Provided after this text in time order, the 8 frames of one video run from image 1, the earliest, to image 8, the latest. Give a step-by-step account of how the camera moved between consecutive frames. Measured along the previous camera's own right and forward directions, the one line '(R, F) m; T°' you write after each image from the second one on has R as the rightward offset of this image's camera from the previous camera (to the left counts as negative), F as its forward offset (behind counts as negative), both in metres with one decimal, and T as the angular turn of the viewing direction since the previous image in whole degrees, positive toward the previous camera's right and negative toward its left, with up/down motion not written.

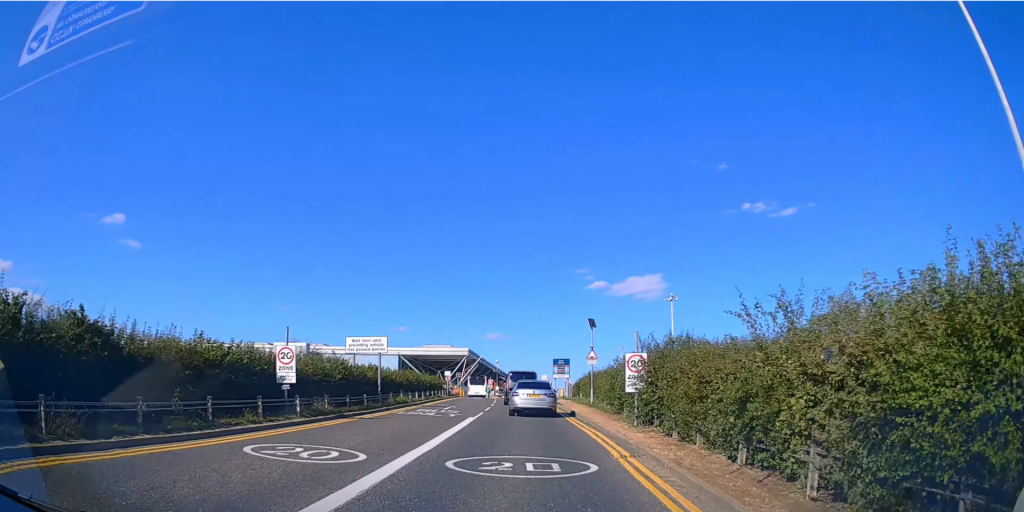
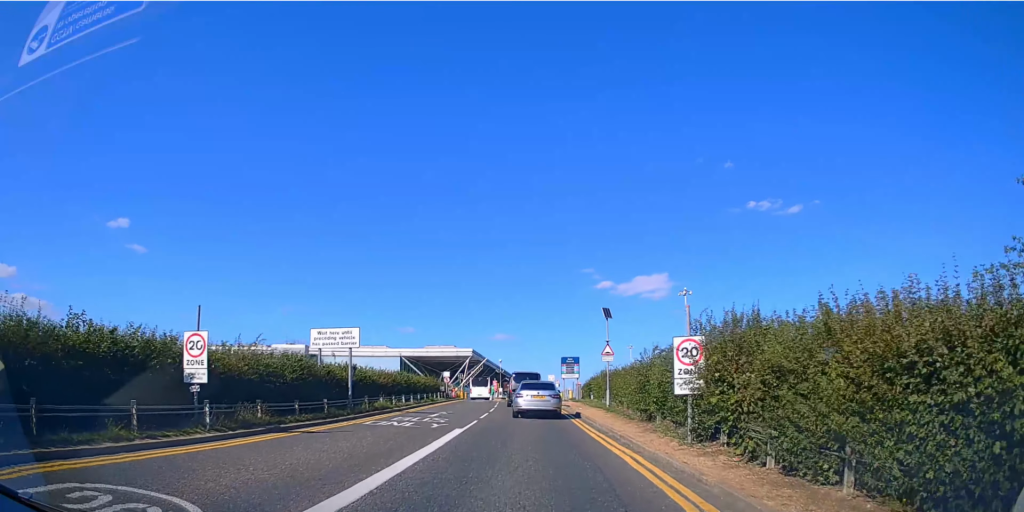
(0.0, +5.0) m; -1°
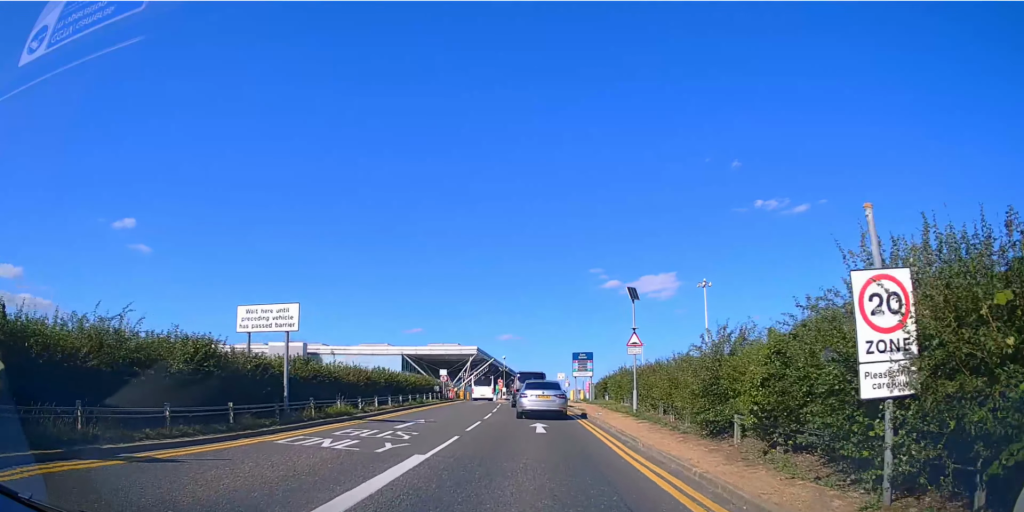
(-0.2, +6.0) m; 0°
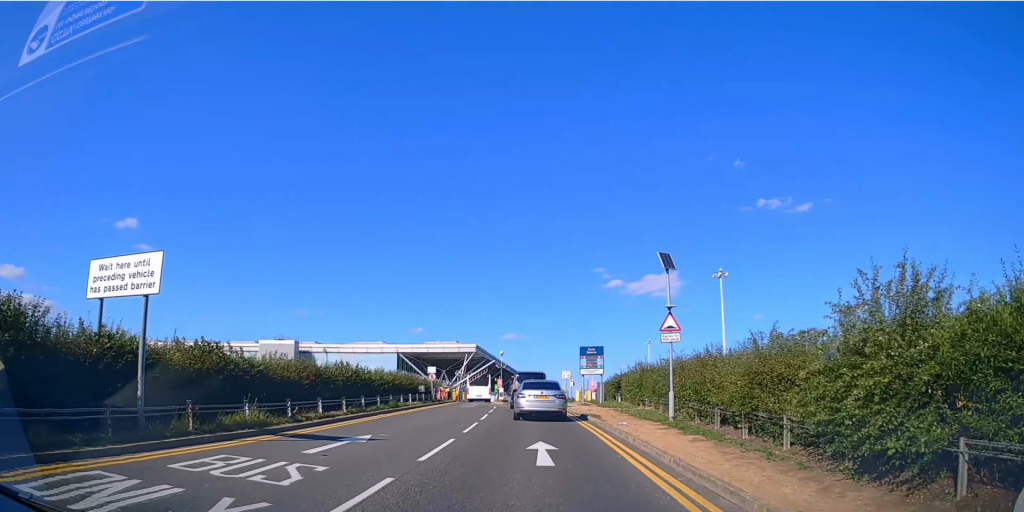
(+0.1, +6.5) m; -1°
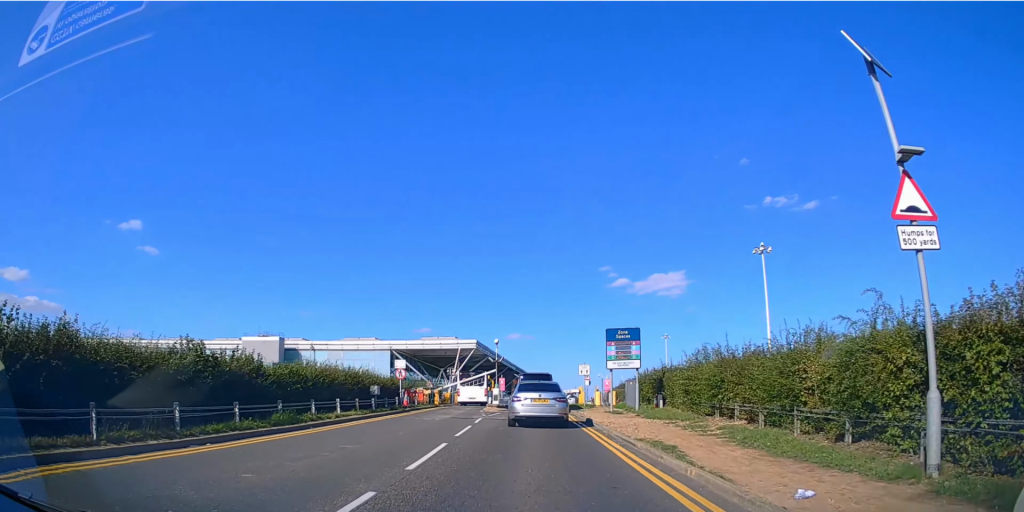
(-0.4, +12.6) m; -3°
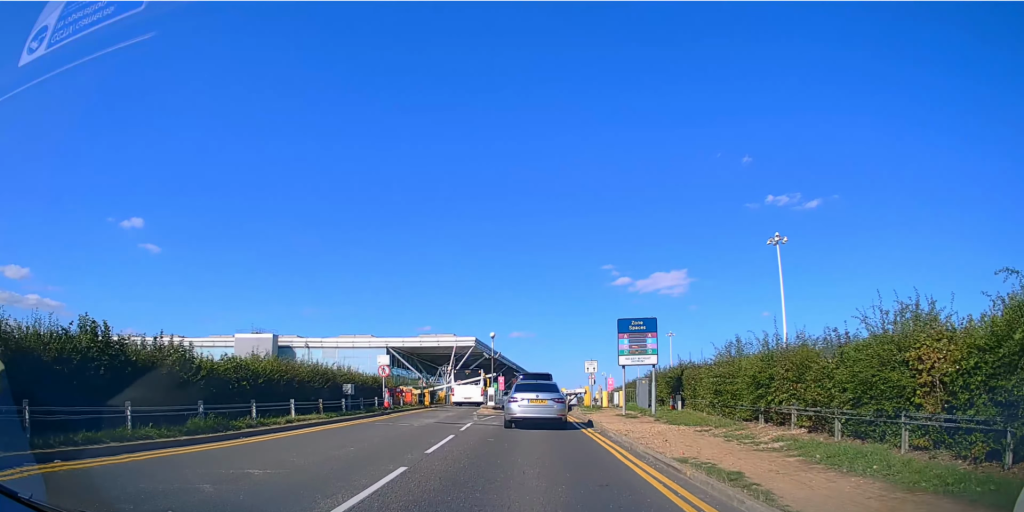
(+0.1, +3.9) m; 0°
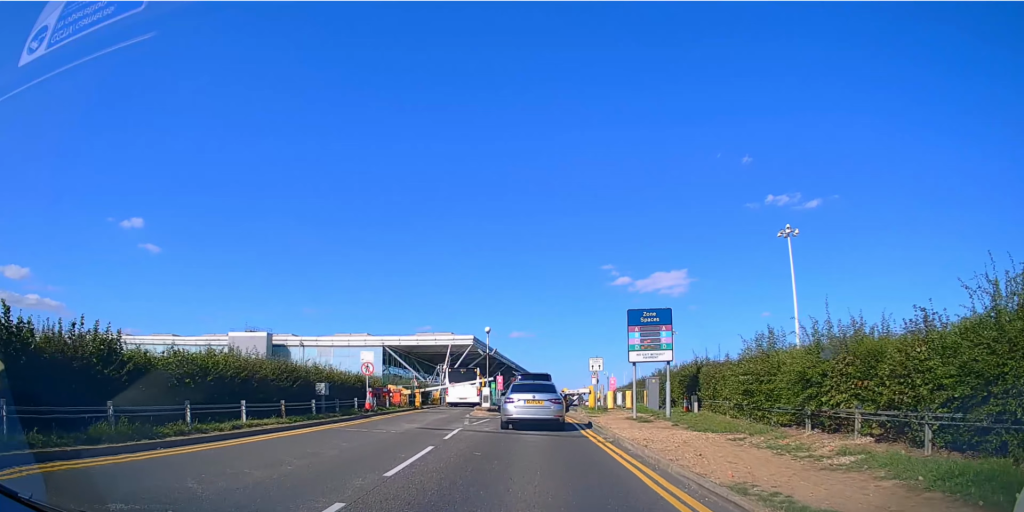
(-0.1, +2.9) m; -1°
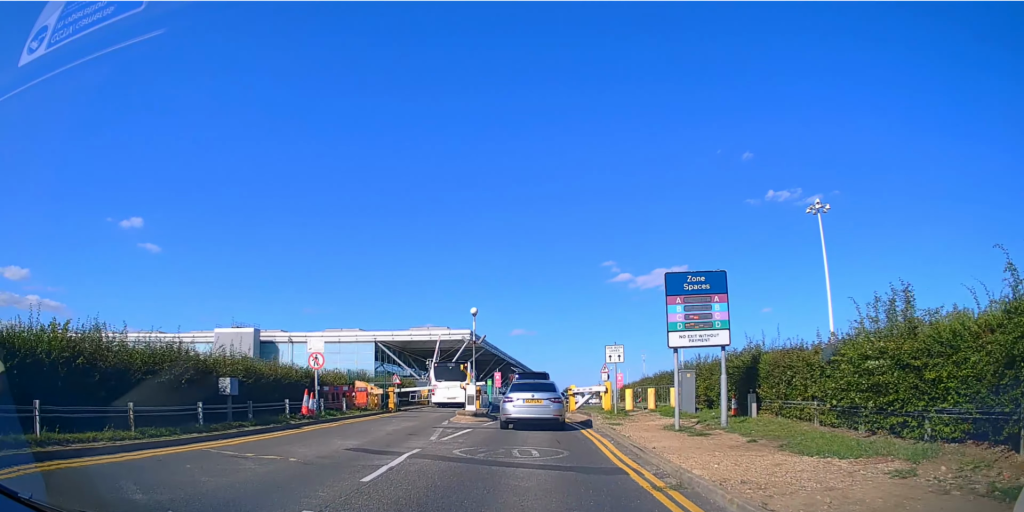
(-0.1, +6.9) m; 0°
